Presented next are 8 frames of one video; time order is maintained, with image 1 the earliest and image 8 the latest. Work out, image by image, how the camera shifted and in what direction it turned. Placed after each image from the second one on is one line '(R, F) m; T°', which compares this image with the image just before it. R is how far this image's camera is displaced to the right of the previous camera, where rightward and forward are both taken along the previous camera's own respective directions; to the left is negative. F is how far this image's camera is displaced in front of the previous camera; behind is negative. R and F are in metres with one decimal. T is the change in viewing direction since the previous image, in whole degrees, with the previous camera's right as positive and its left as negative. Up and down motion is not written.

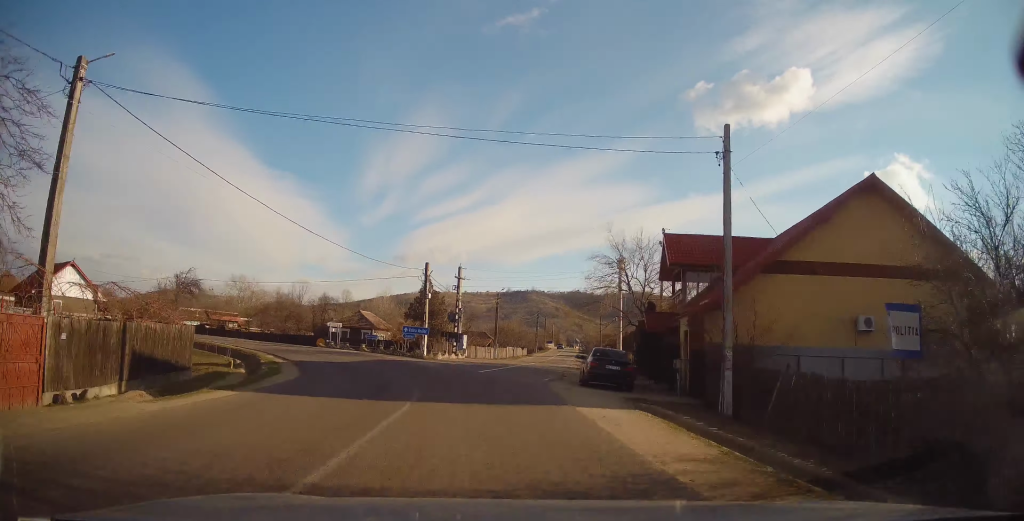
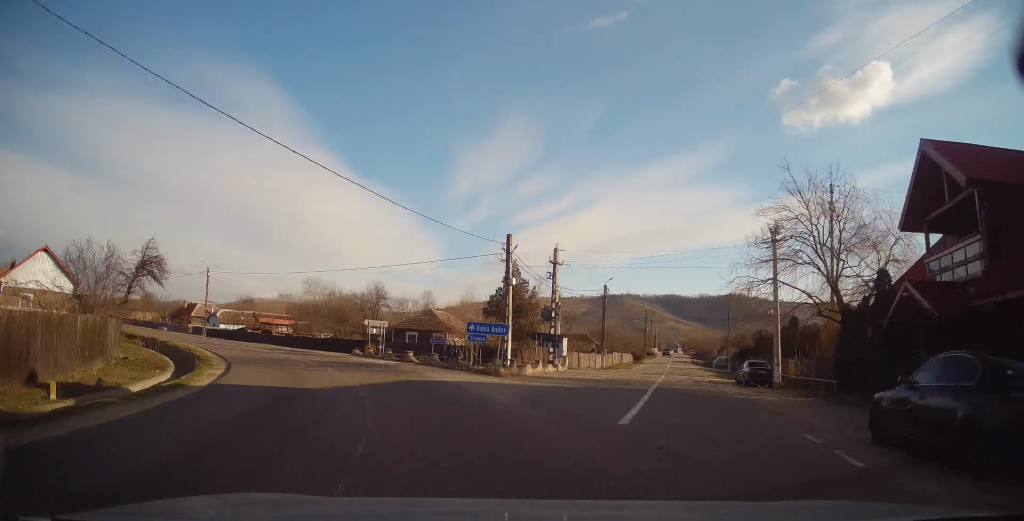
(-0.8, +14.6) m; -12°
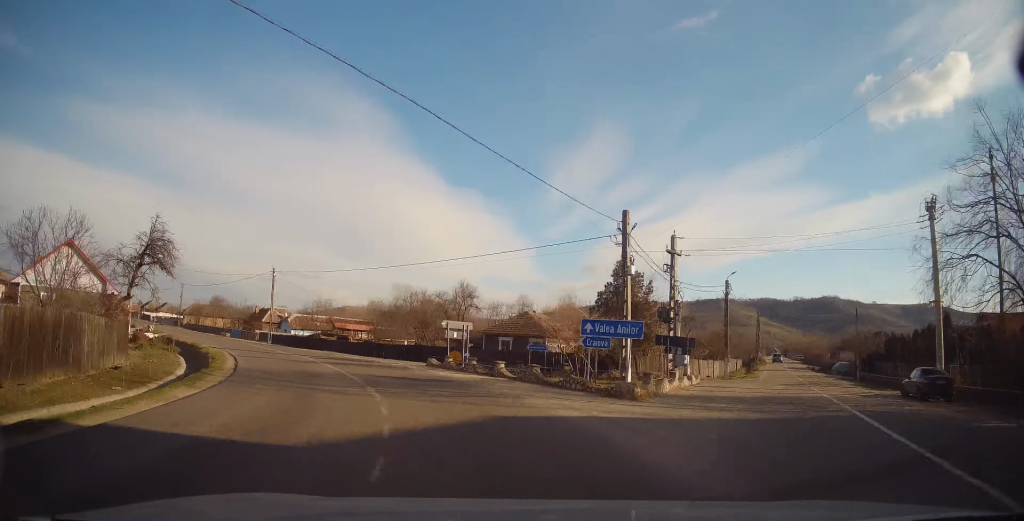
(-0.3, +7.1) m; -10°
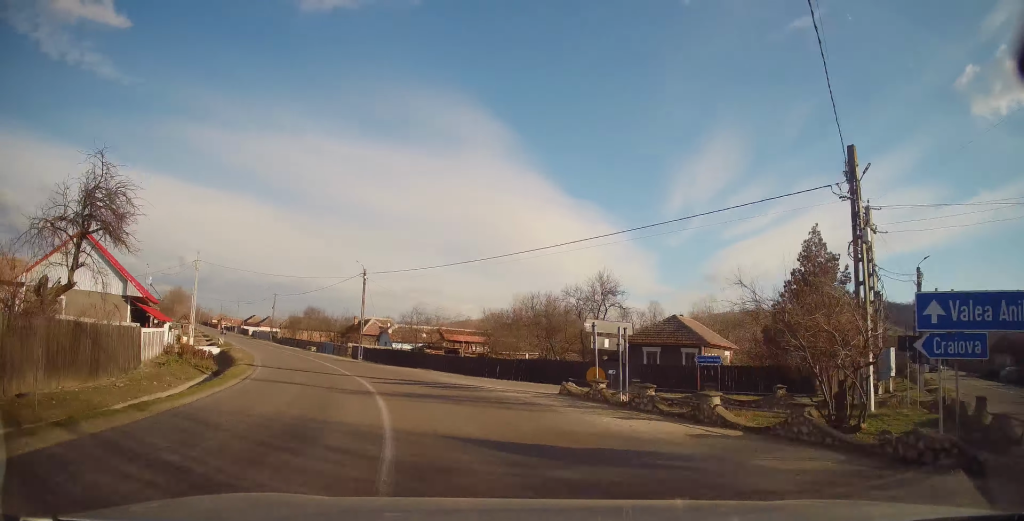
(-1.4, +10.0) m; -12°
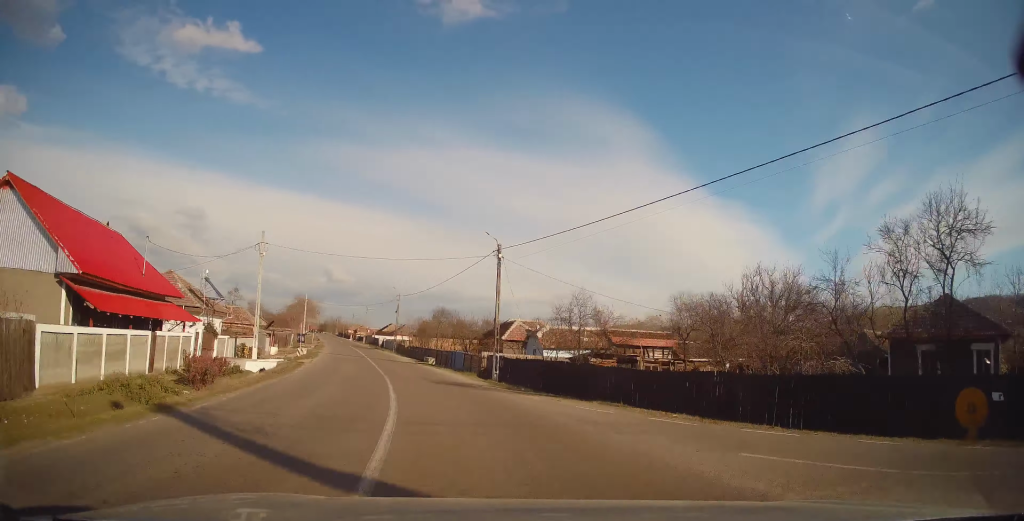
(-1.6, +14.1) m; -15°
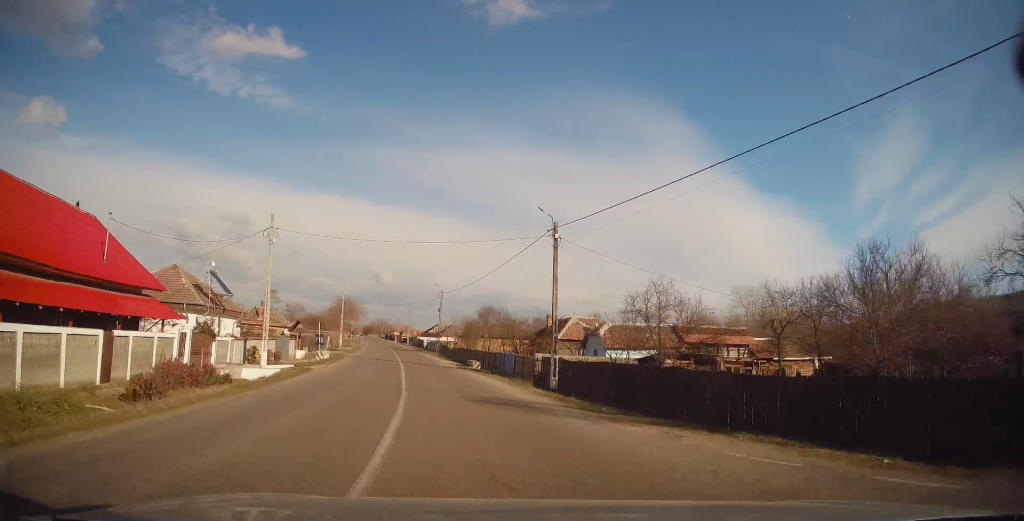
(-0.4, +5.9) m; -6°
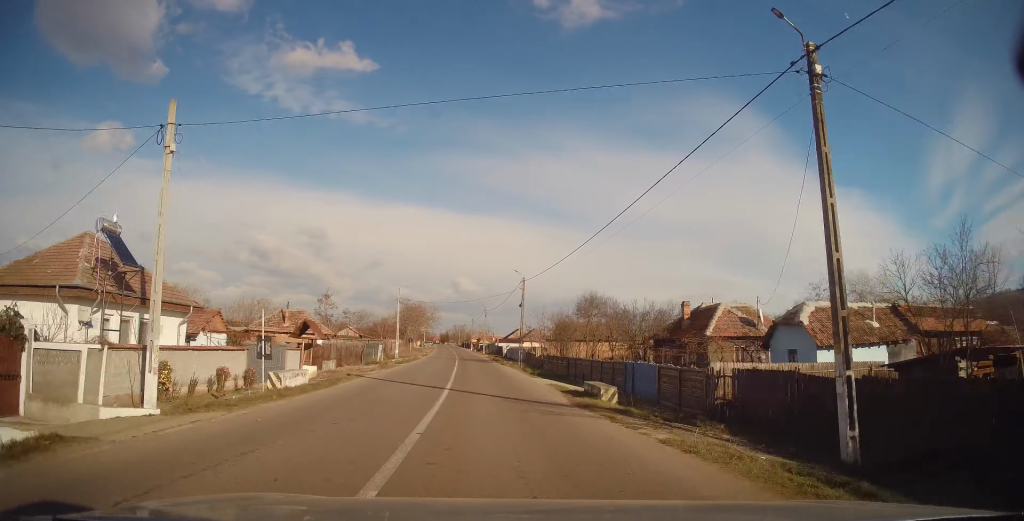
(-1.5, +16.0) m; -8°
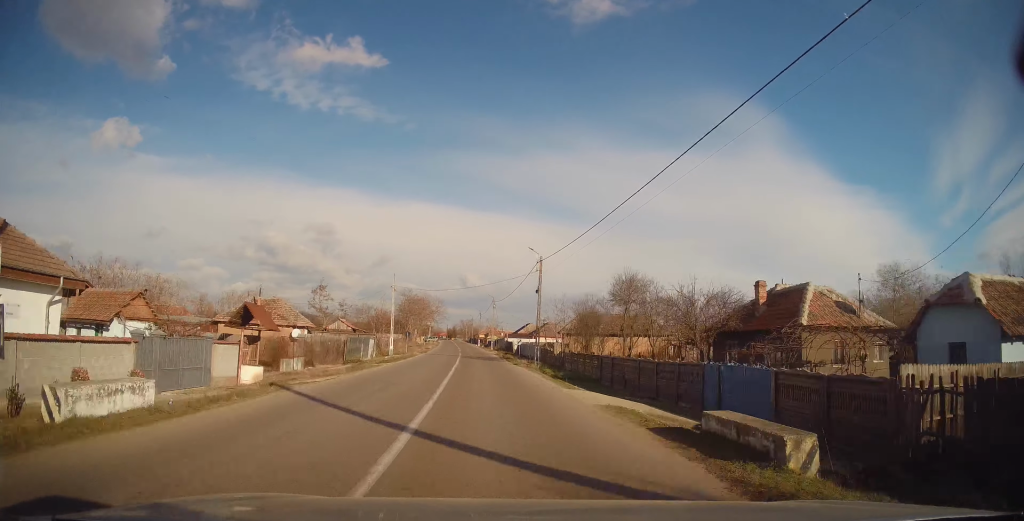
(-0.2, +8.9) m; -1°
